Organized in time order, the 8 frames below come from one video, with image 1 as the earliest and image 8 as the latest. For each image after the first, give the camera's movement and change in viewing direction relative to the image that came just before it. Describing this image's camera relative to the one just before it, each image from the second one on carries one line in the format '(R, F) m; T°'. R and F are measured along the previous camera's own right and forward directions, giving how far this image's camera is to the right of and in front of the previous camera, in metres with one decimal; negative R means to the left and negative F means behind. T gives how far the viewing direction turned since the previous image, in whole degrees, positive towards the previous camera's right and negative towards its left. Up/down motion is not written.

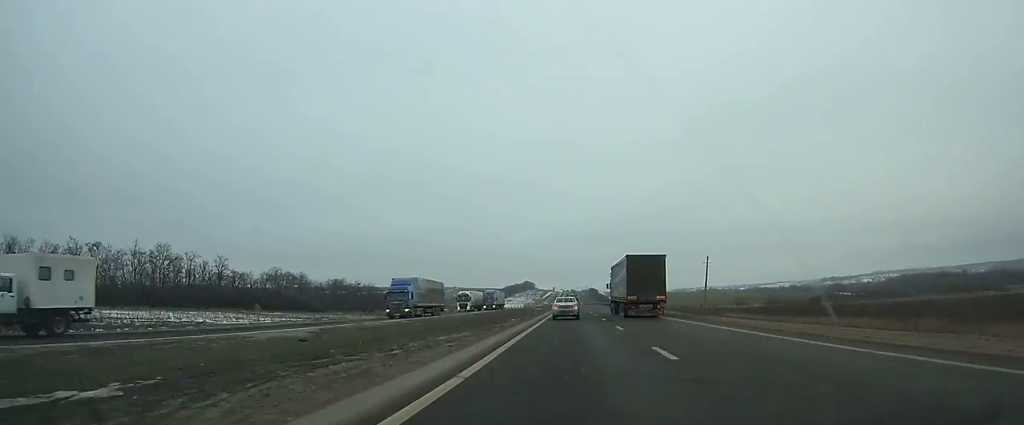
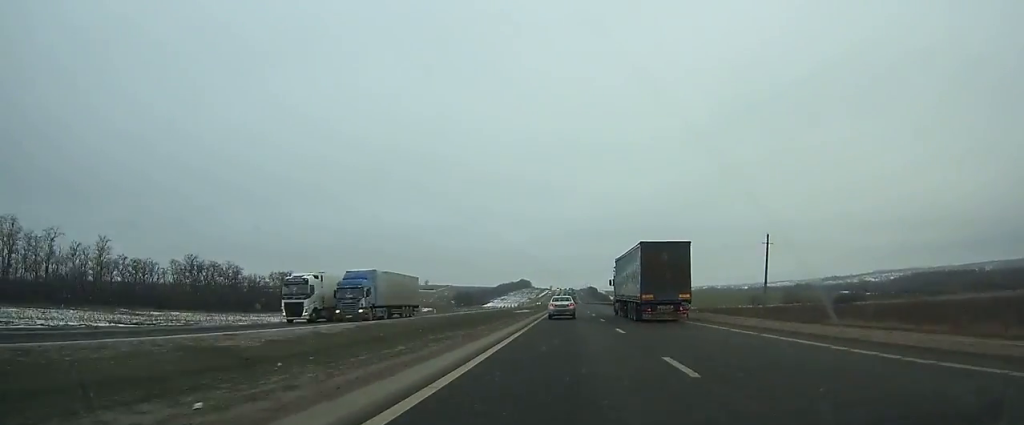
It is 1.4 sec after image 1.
(0.0, +38.7) m; 0°
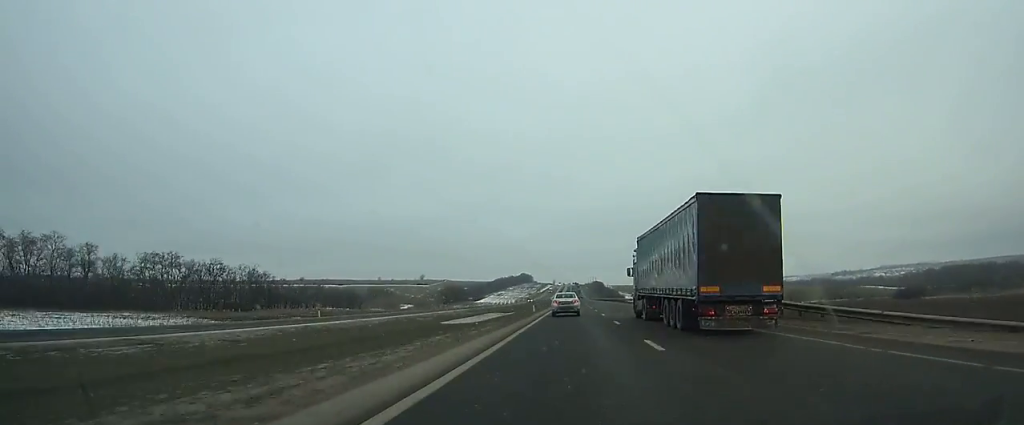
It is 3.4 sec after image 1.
(+0.1, +55.4) m; 0°
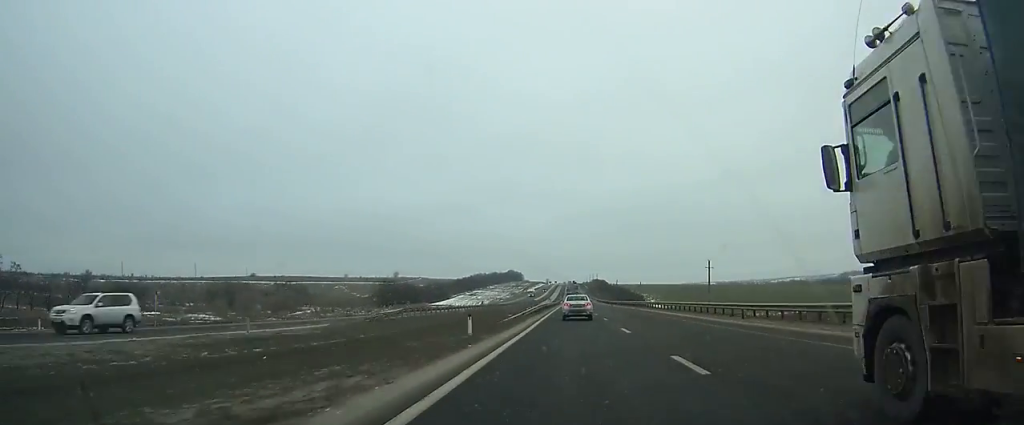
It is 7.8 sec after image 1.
(-0.2, +123.3) m; 0°
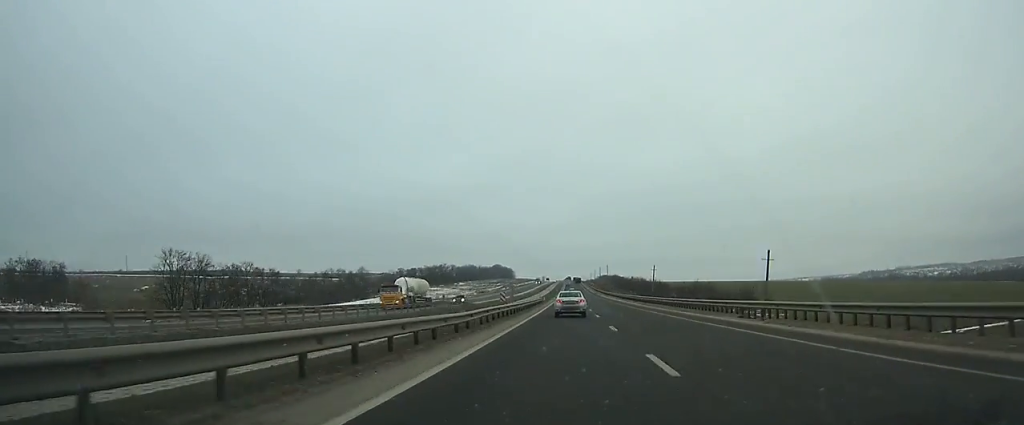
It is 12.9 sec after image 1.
(0.0, +142.7) m; 0°
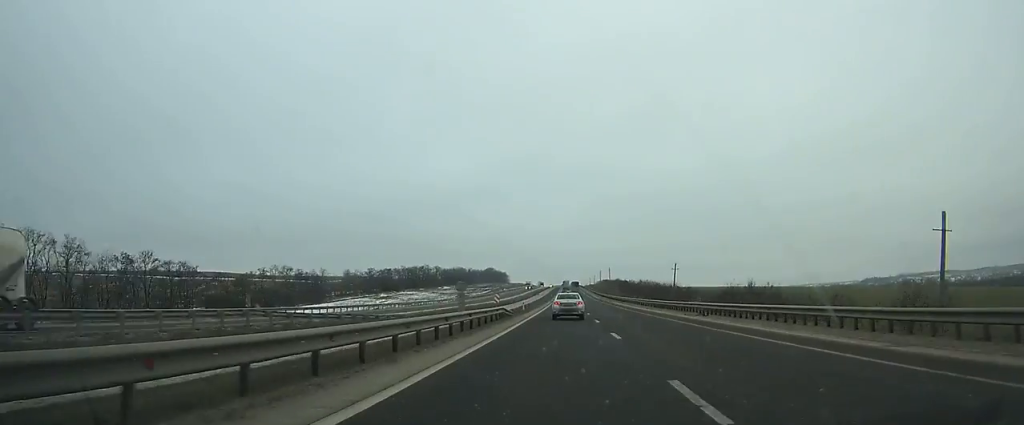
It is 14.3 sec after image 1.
(+0.1, +38.7) m; 0°
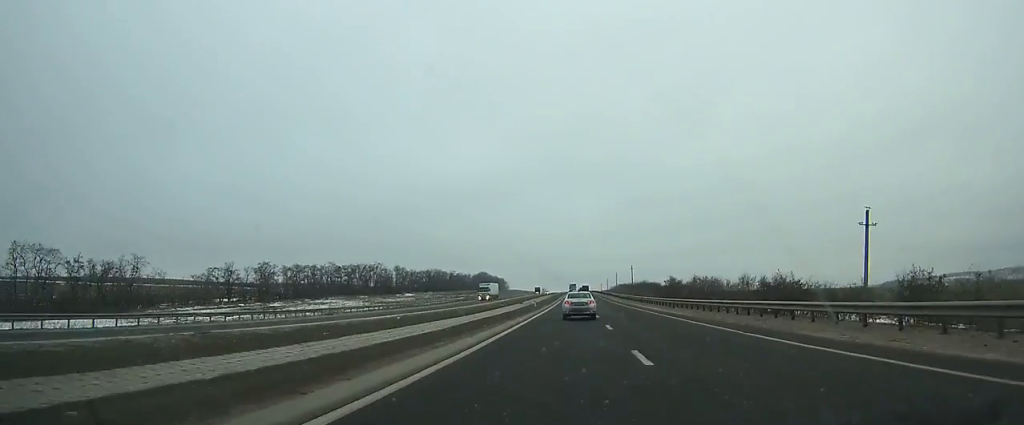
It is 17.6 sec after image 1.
(-0.2, +89.6) m; 0°
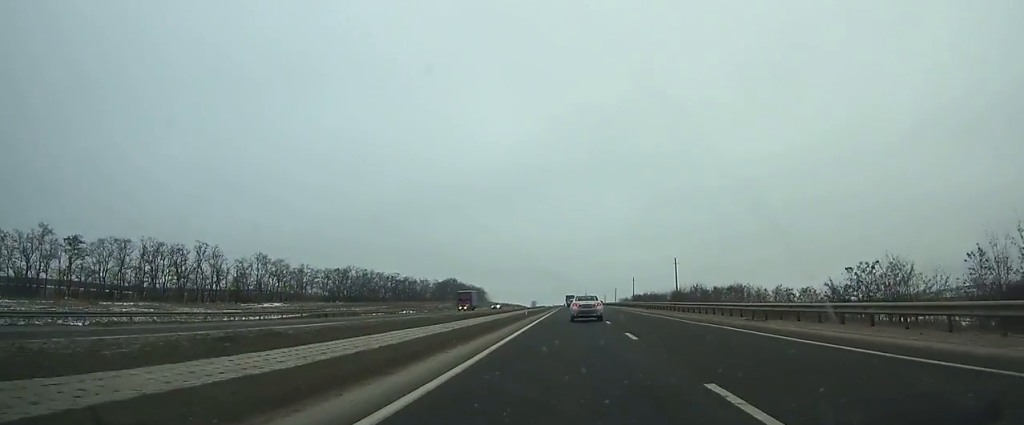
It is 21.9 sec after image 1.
(+0.1, +111.8) m; 0°
